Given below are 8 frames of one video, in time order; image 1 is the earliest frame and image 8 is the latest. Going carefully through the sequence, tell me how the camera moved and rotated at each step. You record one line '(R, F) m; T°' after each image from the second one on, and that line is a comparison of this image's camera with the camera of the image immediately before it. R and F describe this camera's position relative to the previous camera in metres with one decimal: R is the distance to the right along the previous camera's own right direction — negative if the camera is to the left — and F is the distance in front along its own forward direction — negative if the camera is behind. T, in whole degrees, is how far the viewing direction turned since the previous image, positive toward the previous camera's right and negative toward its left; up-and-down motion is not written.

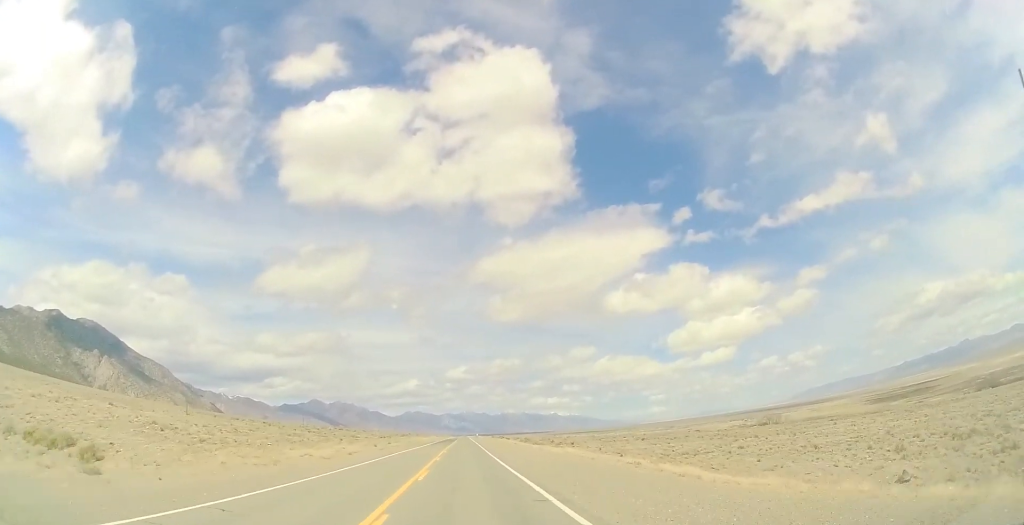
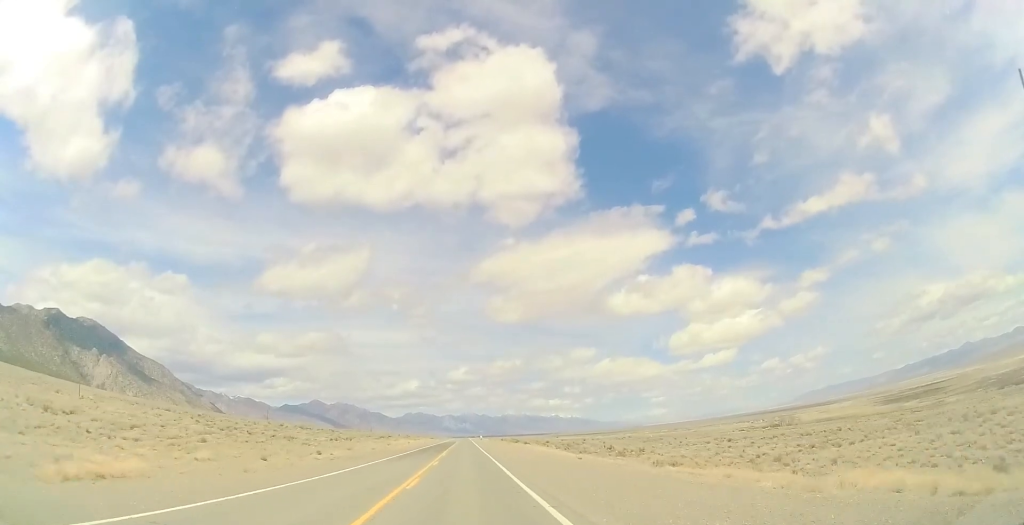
(0.0, +38.7) m; 0°
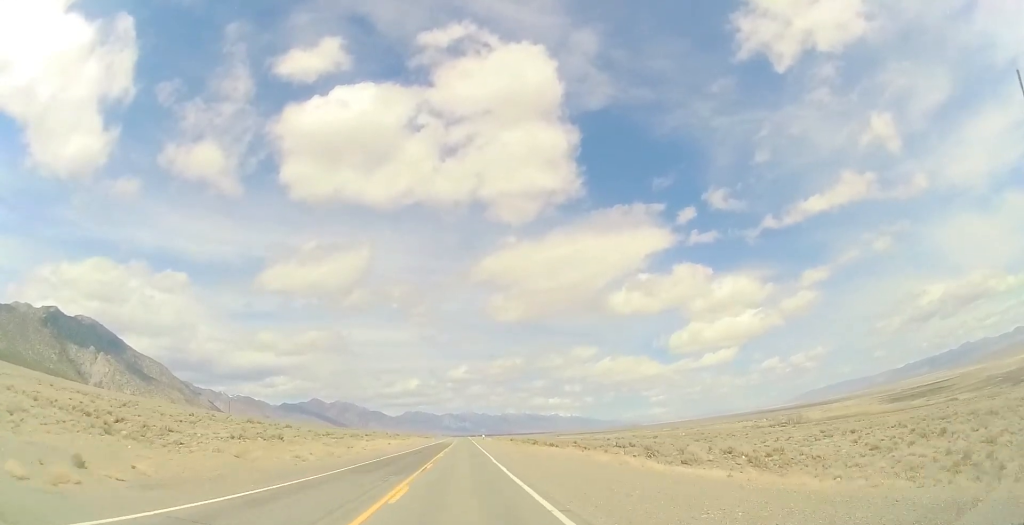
(0.0, +28.1) m; 0°
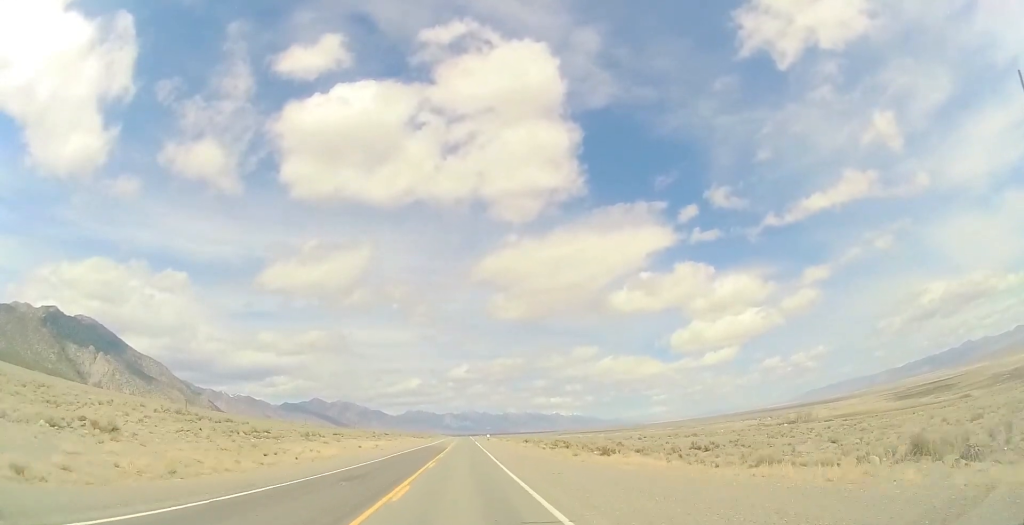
(0.0, +23.8) m; 0°
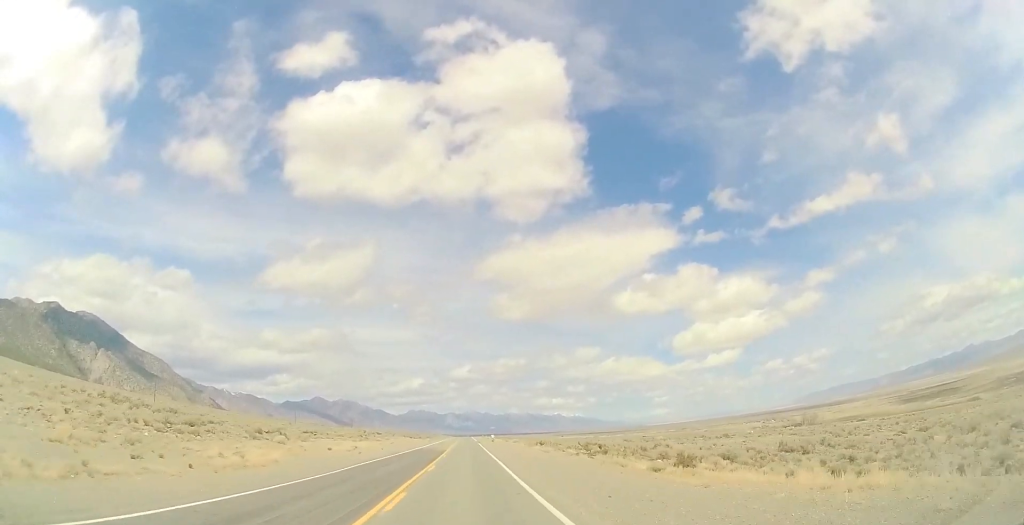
(0.0, +14.1) m; 0°
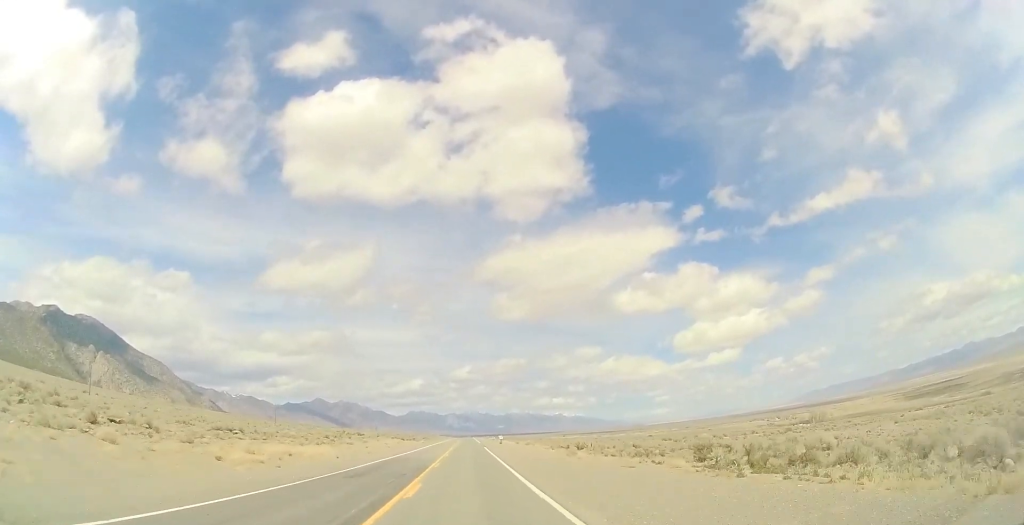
(0.0, +21.7) m; 0°
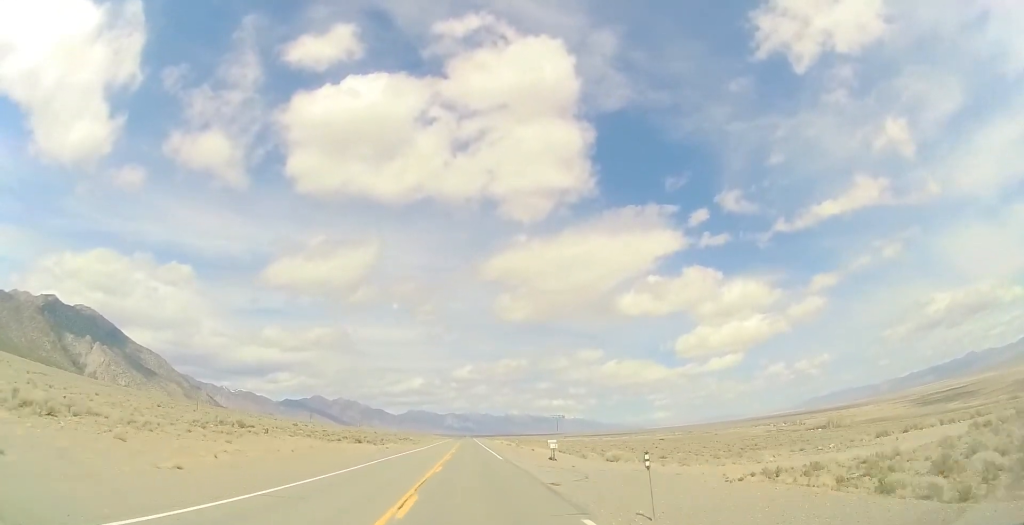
(-0.6, +52.5) m; -1°
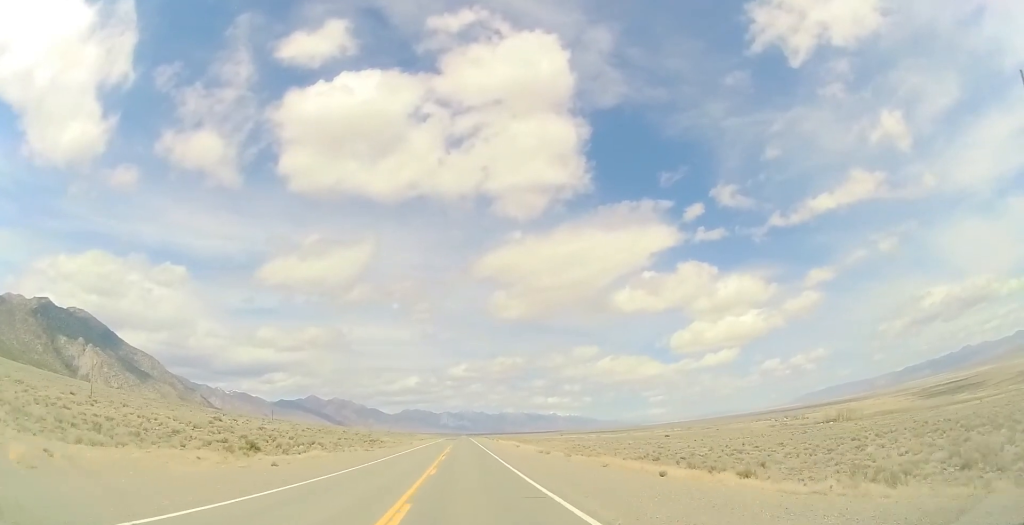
(+0.3, +38.4) m; +1°
